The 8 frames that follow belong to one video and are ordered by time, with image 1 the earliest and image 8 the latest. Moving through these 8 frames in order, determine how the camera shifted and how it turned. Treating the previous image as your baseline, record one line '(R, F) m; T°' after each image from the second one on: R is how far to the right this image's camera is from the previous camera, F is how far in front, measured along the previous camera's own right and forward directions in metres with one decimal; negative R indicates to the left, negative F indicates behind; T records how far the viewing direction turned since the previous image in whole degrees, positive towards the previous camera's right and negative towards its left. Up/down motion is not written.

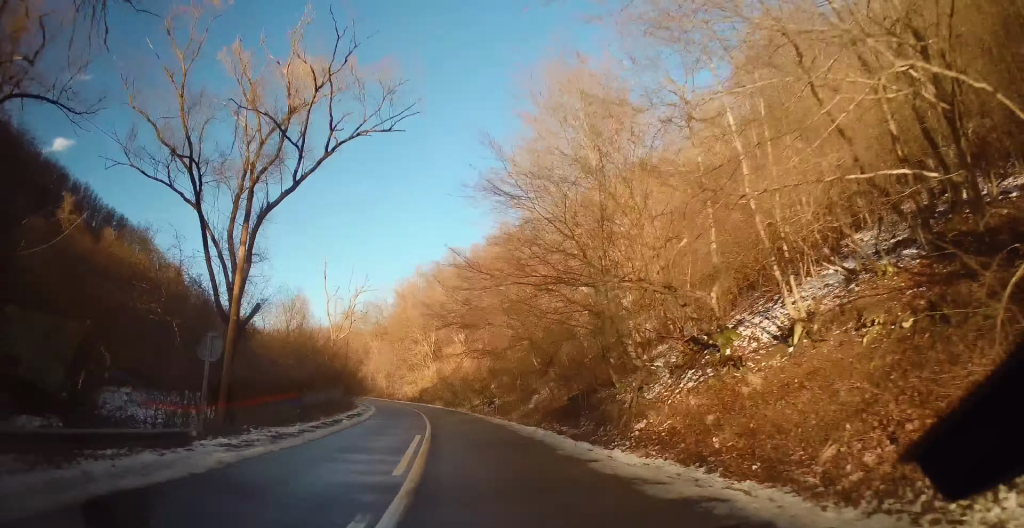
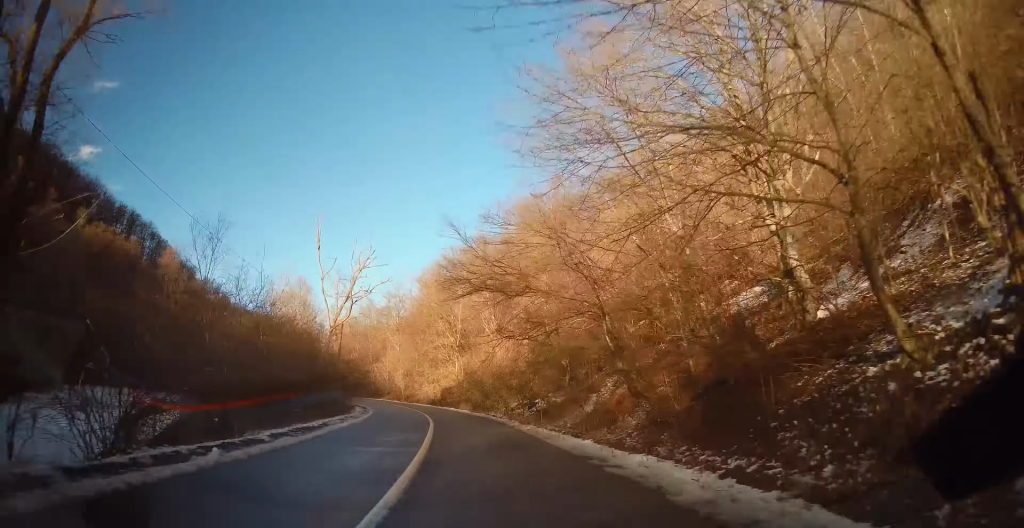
(-0.5, +13.4) m; -4°
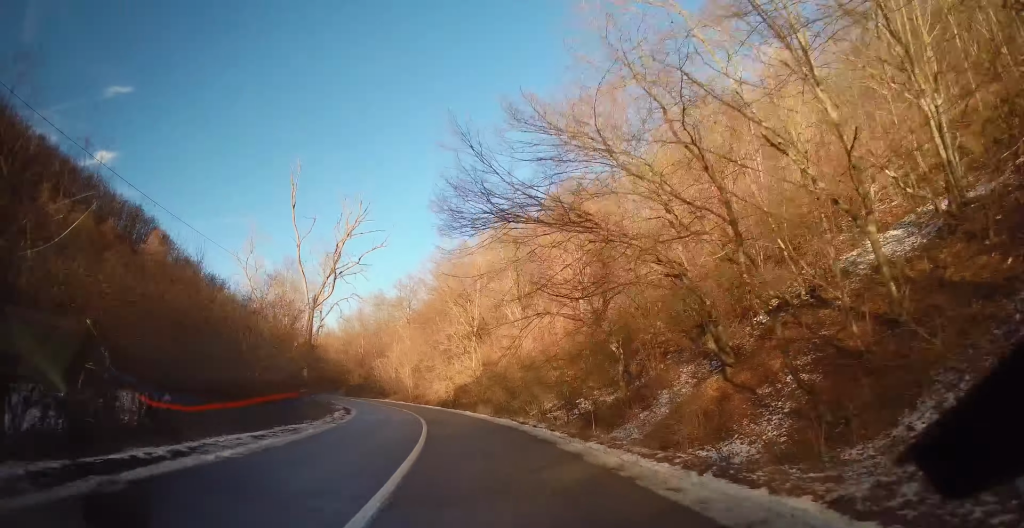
(0.0, +11.6) m; -3°
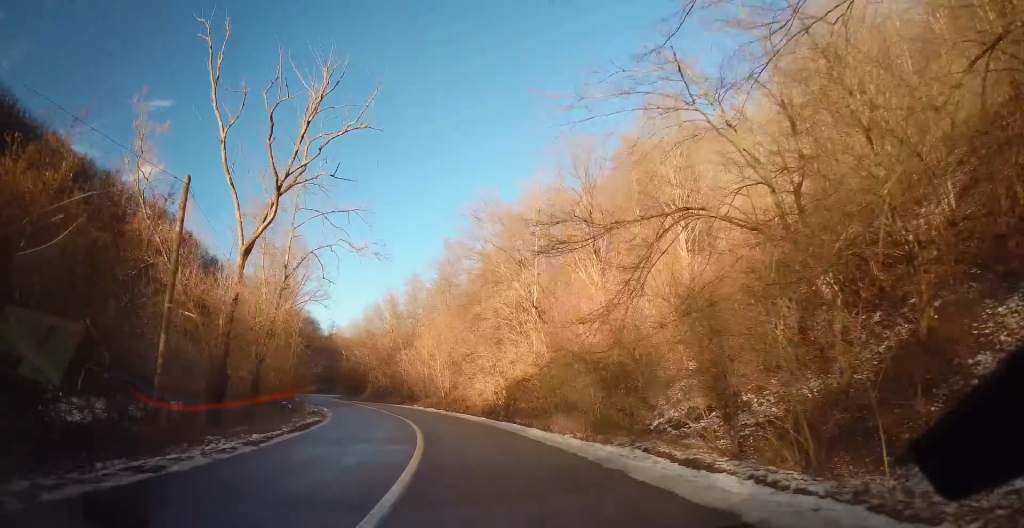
(-0.8, +18.0) m; -7°
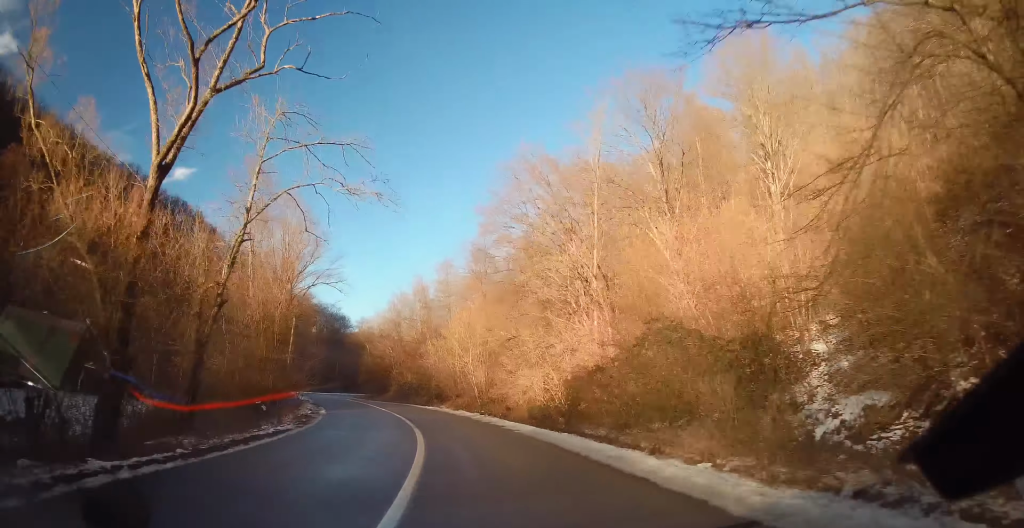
(-0.7, +9.0) m; -3°
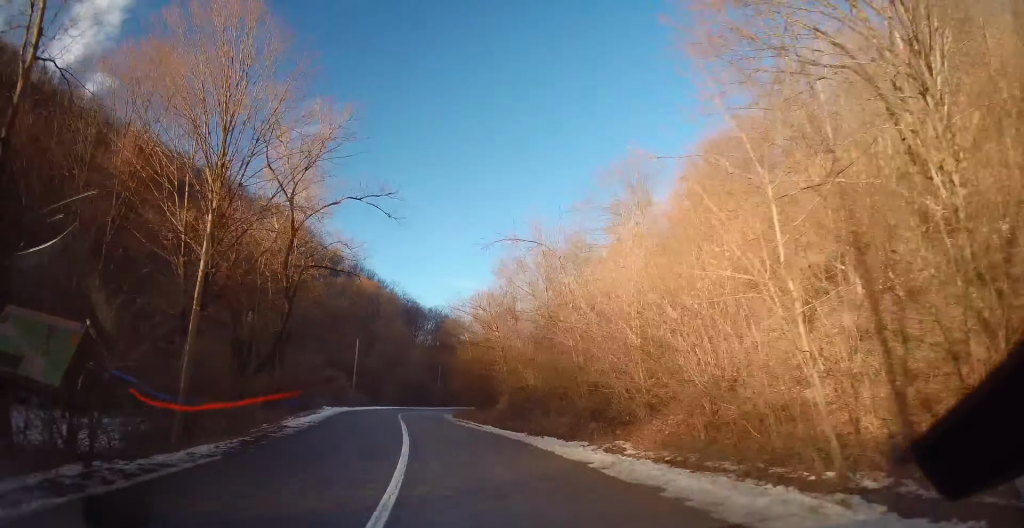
(-2.2, +26.2) m; -10°
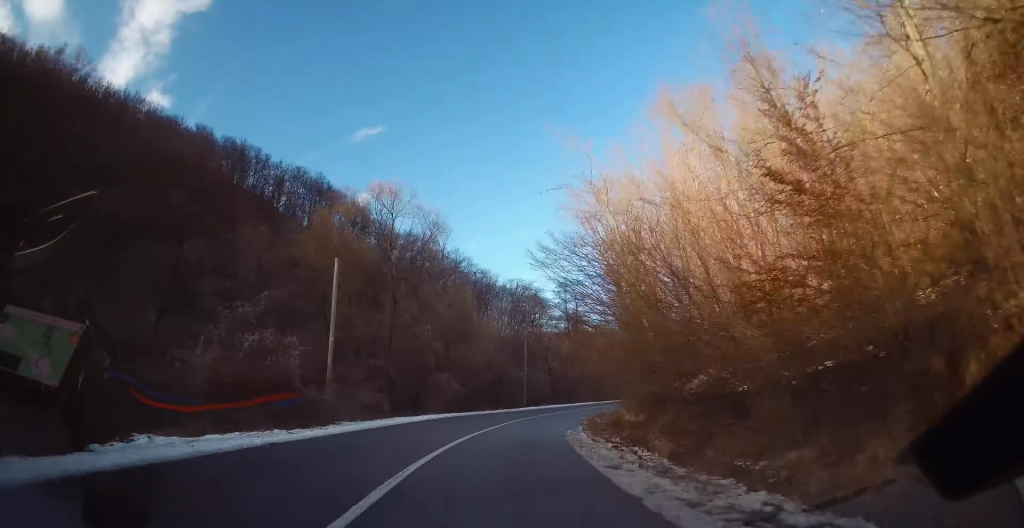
(-2.7, +31.8) m; -5°
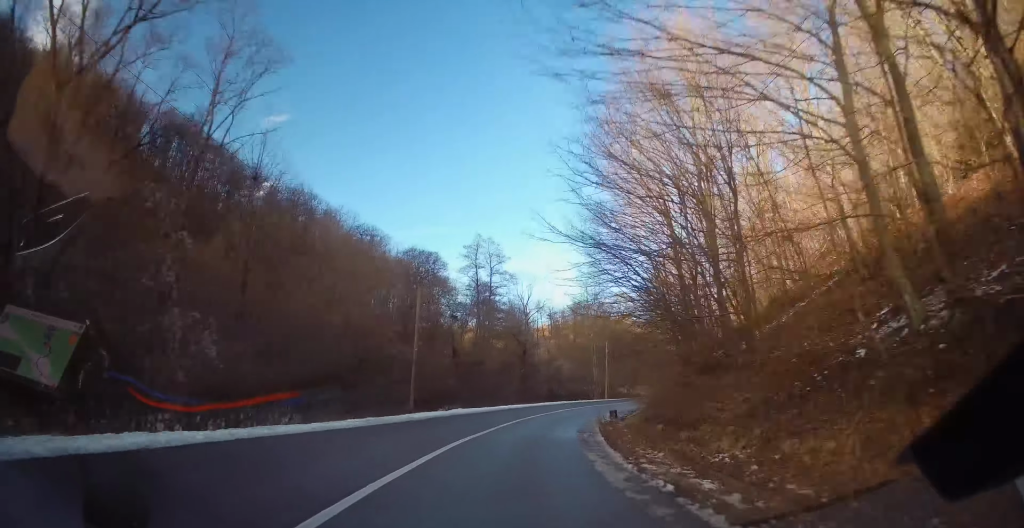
(+0.8, +24.2) m; +10°
